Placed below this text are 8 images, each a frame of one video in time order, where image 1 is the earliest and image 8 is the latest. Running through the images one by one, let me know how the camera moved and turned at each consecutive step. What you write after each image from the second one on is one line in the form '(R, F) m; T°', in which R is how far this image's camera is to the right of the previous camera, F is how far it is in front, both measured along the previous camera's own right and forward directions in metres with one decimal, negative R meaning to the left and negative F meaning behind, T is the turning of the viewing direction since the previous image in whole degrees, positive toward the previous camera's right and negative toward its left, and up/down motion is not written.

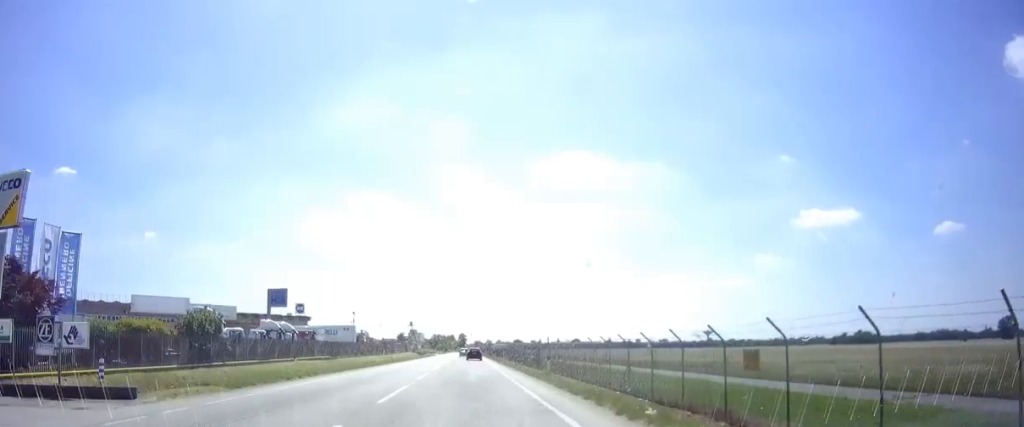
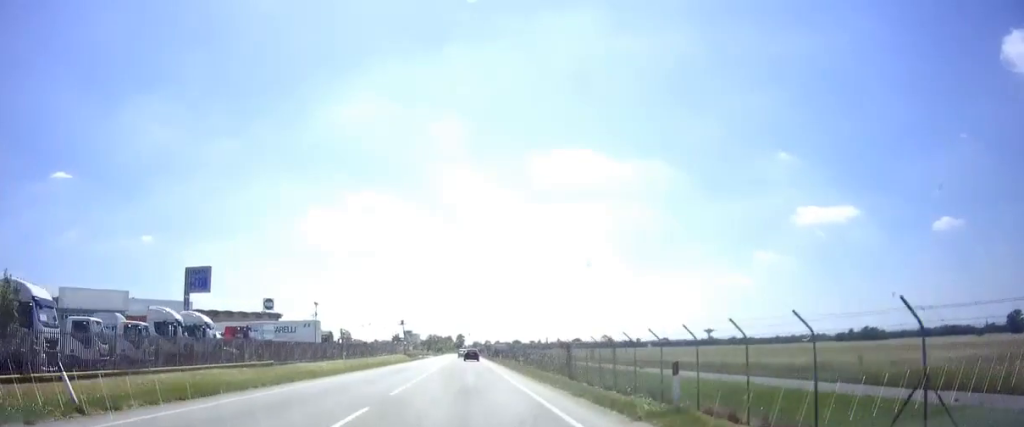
(+0.2, +17.3) m; 0°
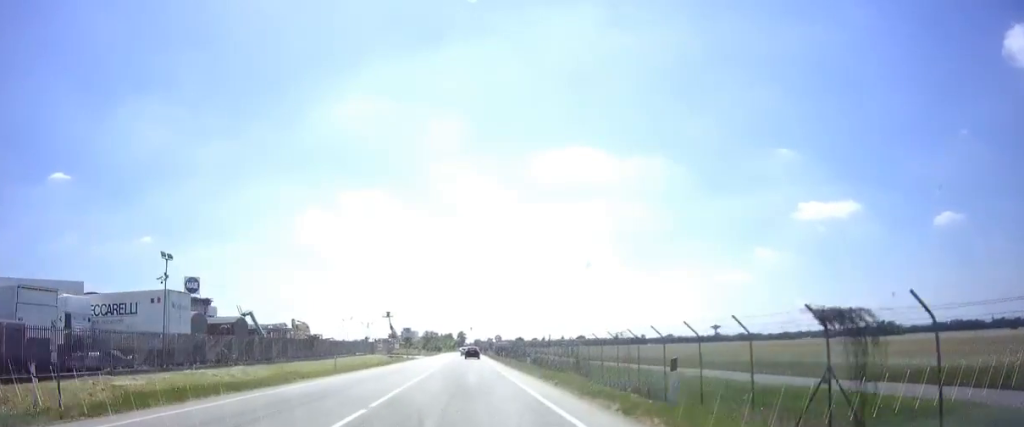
(-0.3, +26.3) m; -1°
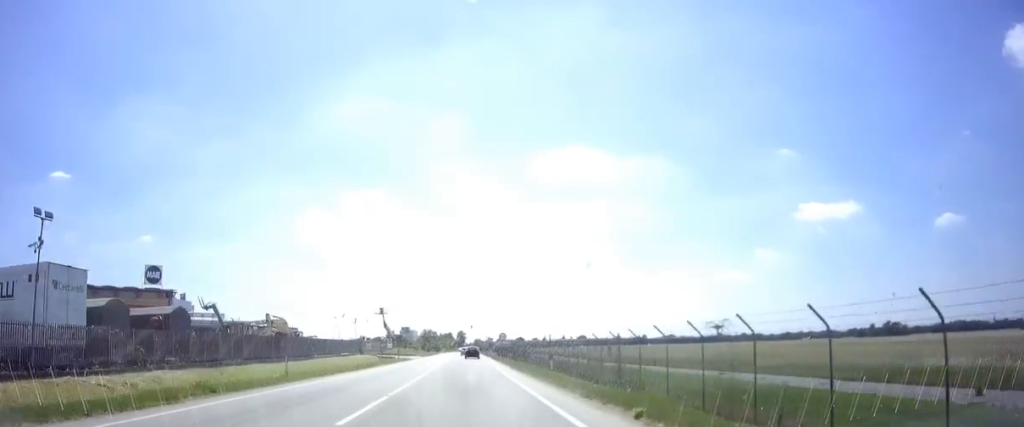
(0.0, +9.1) m; 0°
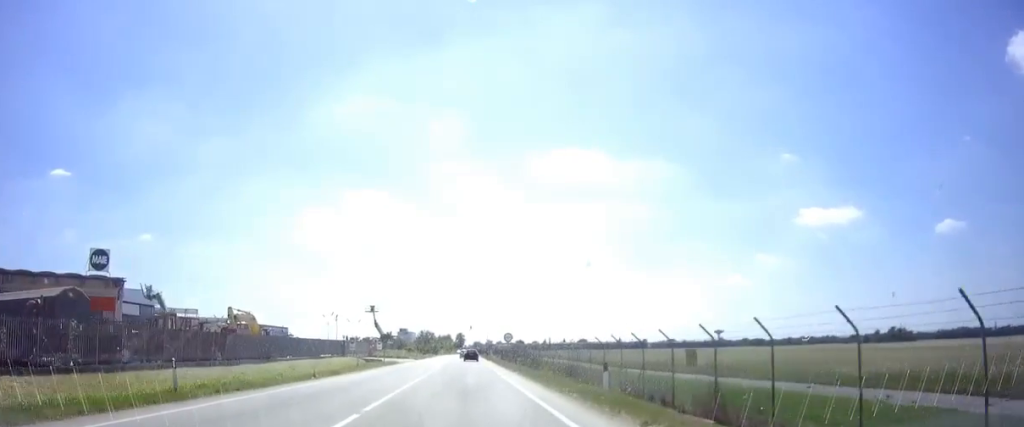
(0.0, +9.7) m; 0°
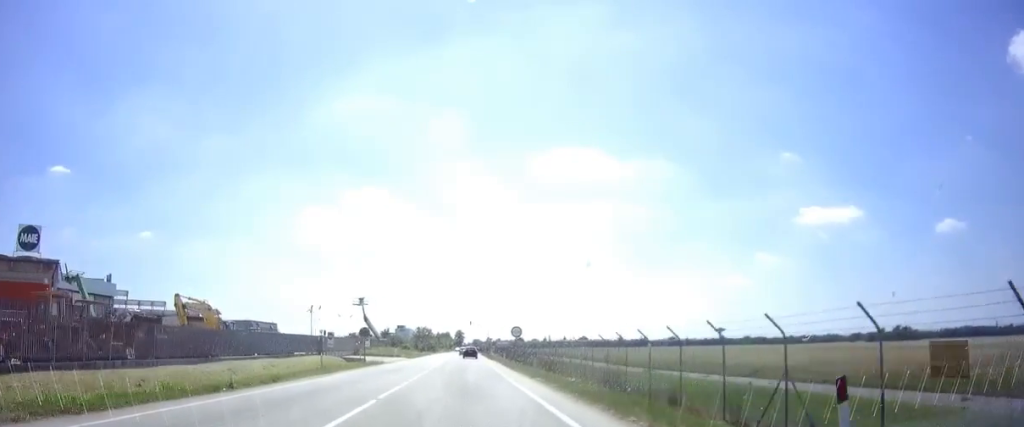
(0.0, +9.8) m; 0°
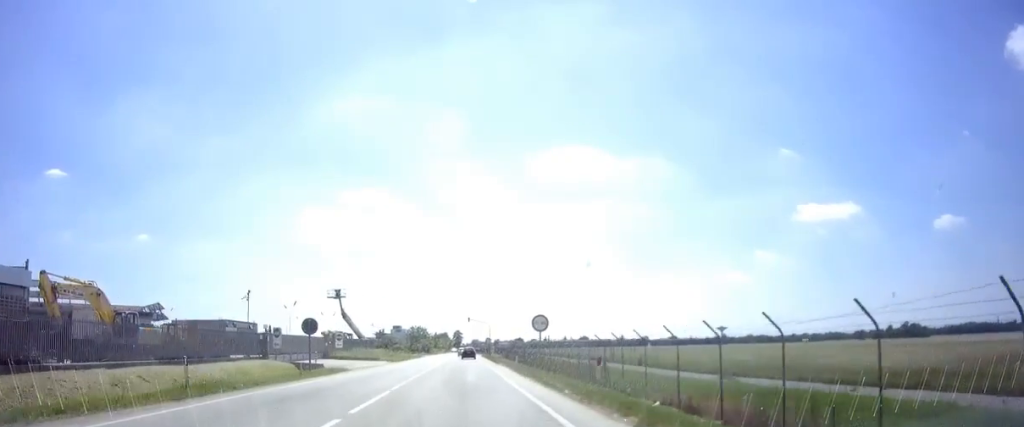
(0.0, +15.6) m; 0°
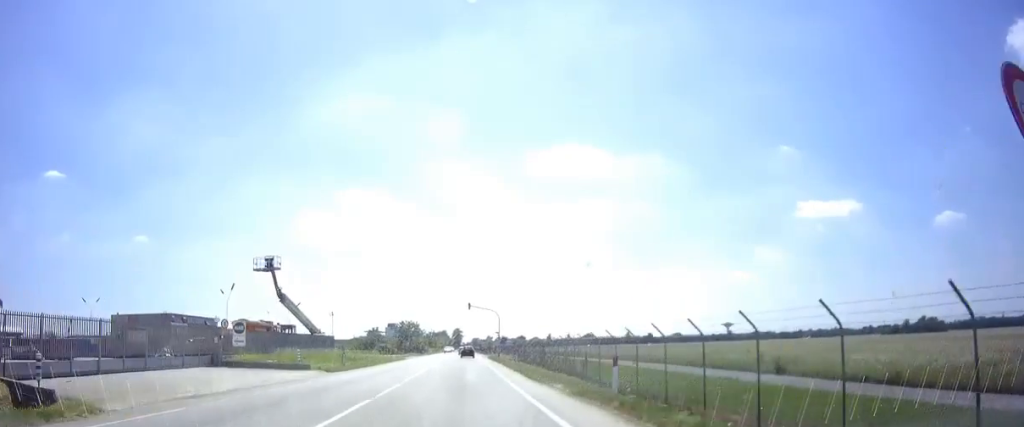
(0.0, +26.0) m; 0°
